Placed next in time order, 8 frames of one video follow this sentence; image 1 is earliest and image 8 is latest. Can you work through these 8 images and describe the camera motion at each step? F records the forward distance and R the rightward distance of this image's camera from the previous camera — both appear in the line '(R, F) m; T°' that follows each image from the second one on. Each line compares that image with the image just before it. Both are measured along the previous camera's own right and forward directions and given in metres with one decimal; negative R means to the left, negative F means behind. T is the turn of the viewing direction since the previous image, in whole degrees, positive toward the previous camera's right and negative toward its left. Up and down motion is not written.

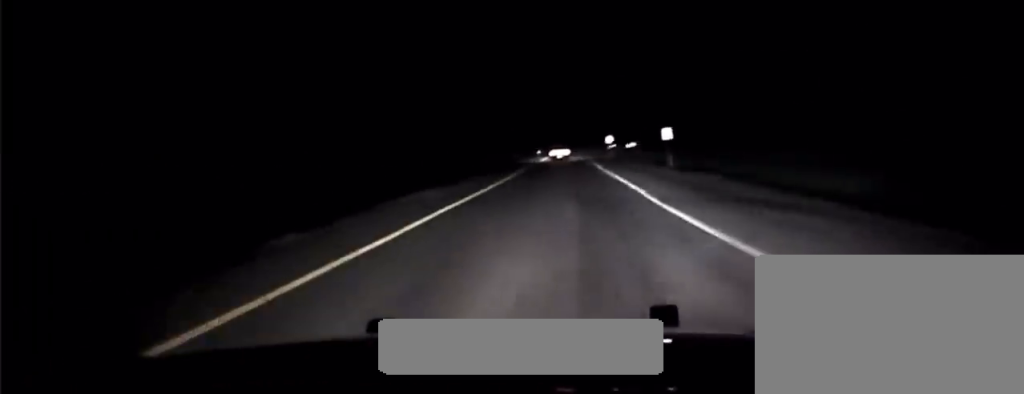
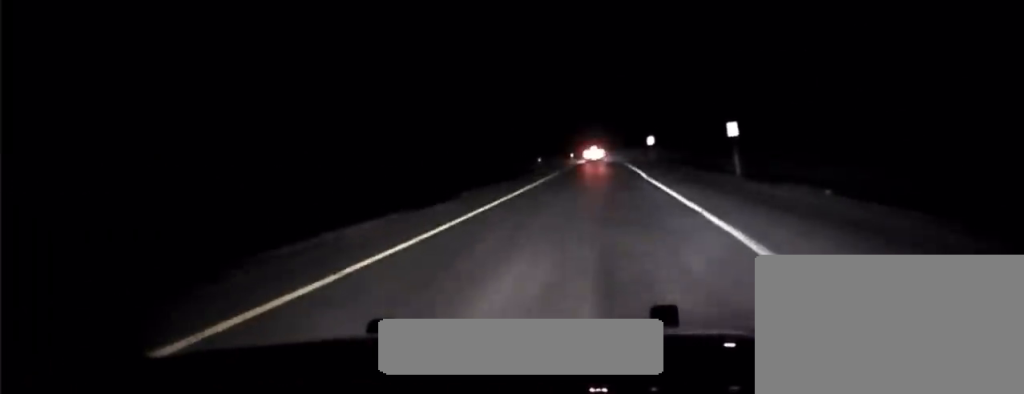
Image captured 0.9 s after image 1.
(-0.1, +11.9) m; 0°
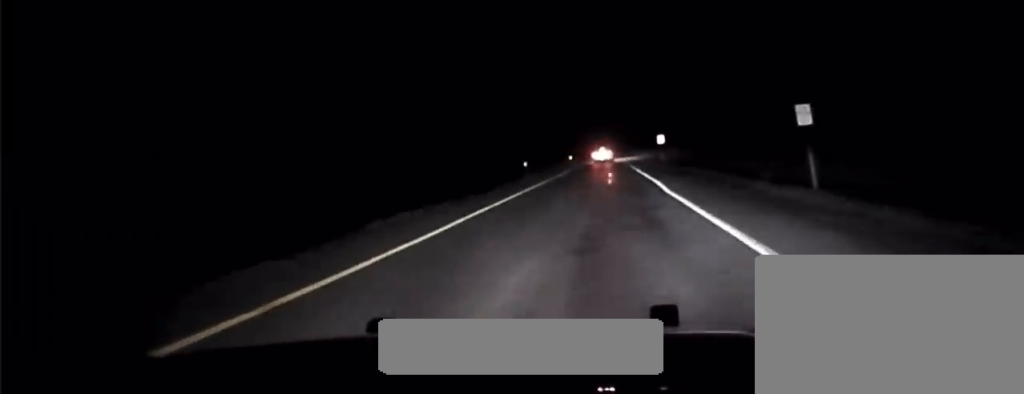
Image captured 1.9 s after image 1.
(0.0, +16.4) m; 0°
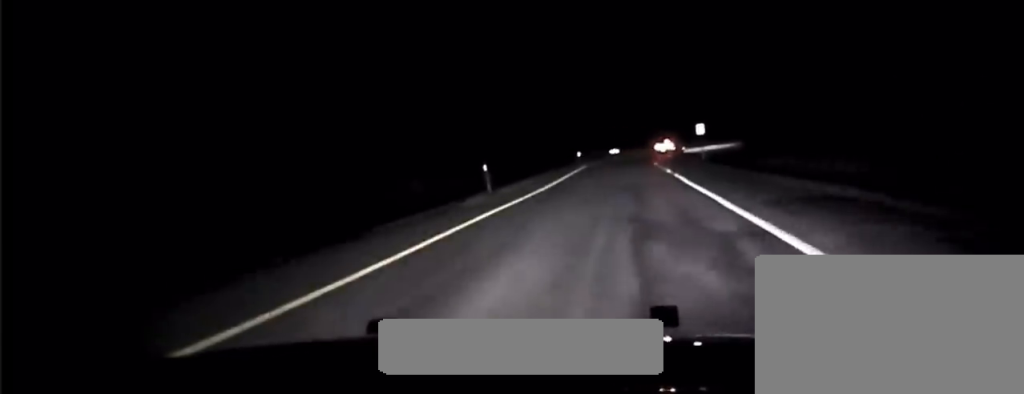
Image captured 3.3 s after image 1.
(-0.3, +26.2) m; -2°
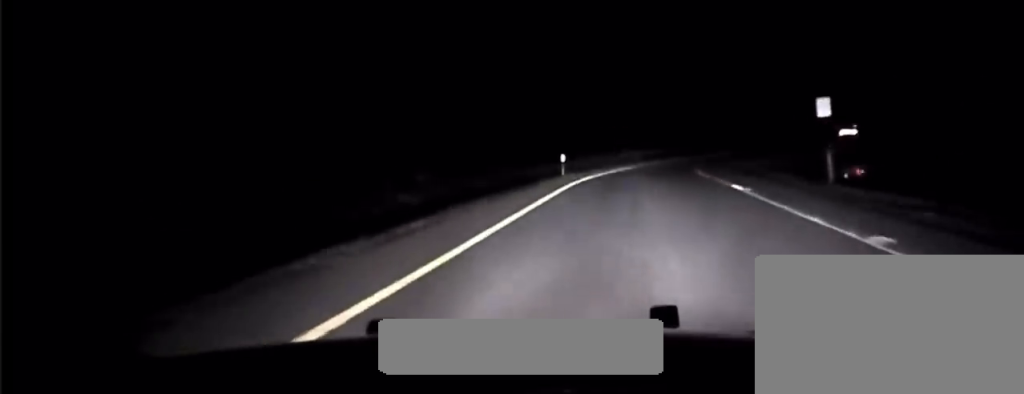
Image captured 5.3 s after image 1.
(+0.2, +36.7) m; +2°
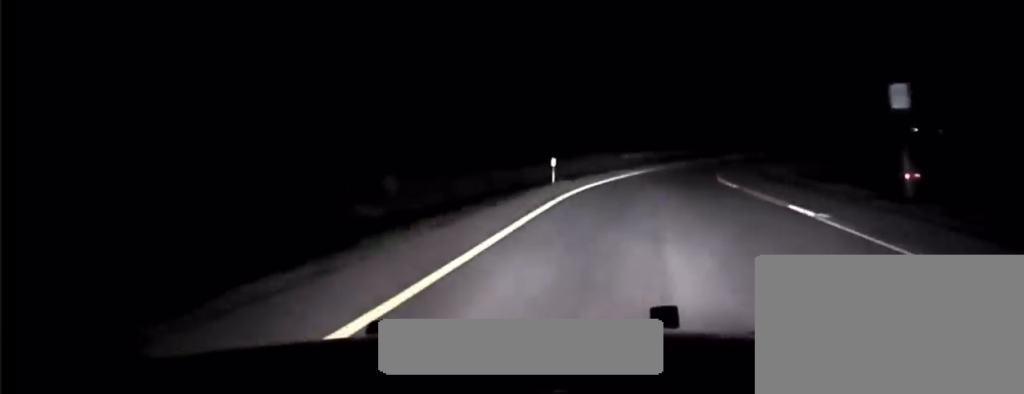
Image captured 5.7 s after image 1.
(-0.1, +7.6) m; +1°
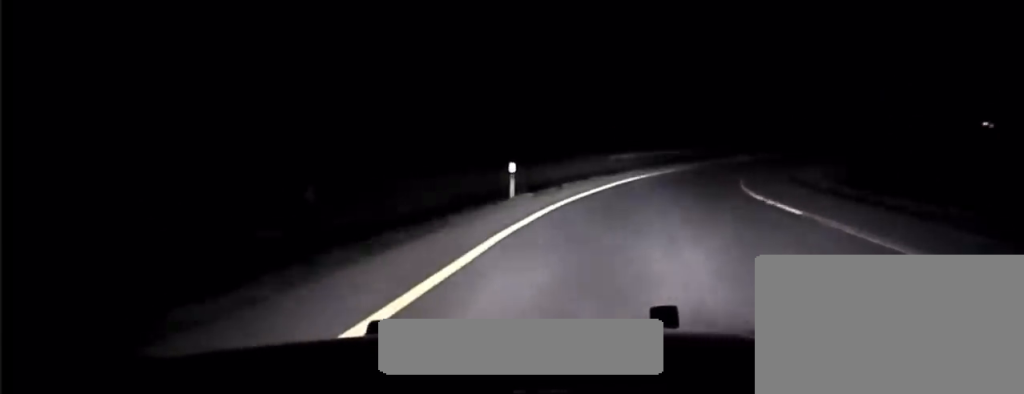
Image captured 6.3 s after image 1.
(+0.1, +9.9) m; +4°
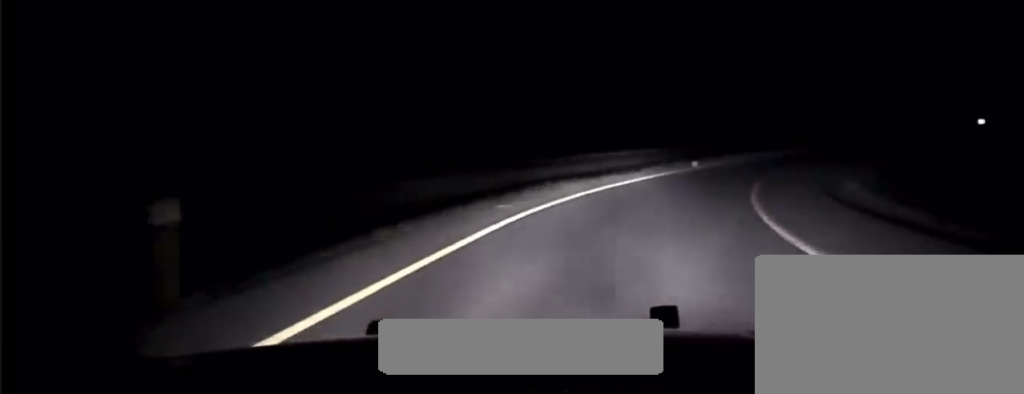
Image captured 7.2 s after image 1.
(+0.8, +16.1) m; +8°
